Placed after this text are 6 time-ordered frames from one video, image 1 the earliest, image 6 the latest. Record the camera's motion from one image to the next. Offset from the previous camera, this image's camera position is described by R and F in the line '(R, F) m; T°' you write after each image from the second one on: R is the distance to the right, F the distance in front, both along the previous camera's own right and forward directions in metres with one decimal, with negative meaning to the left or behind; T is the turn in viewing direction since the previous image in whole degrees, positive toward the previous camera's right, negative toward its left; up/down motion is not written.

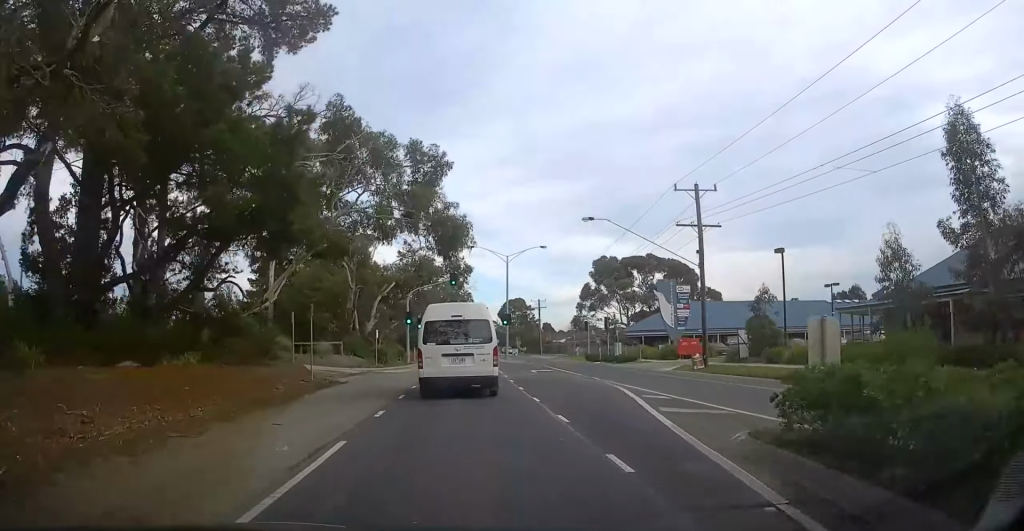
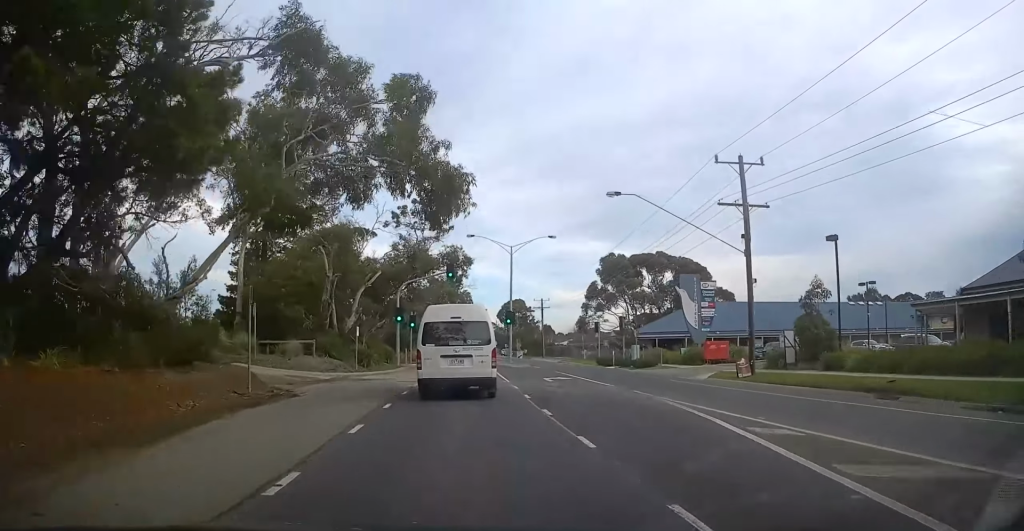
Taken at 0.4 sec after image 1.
(-0.2, +6.0) m; -1°
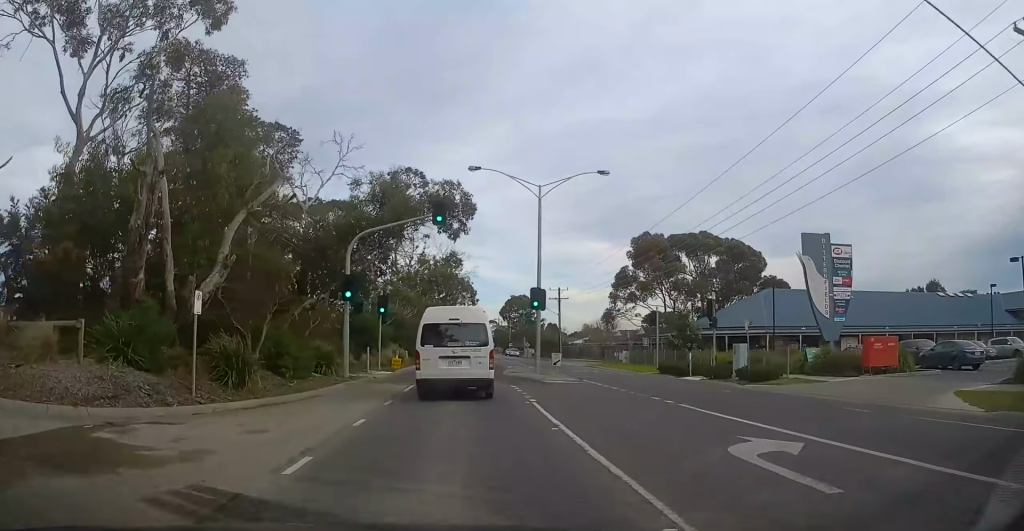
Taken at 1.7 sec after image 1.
(-0.1, +19.7) m; -1°
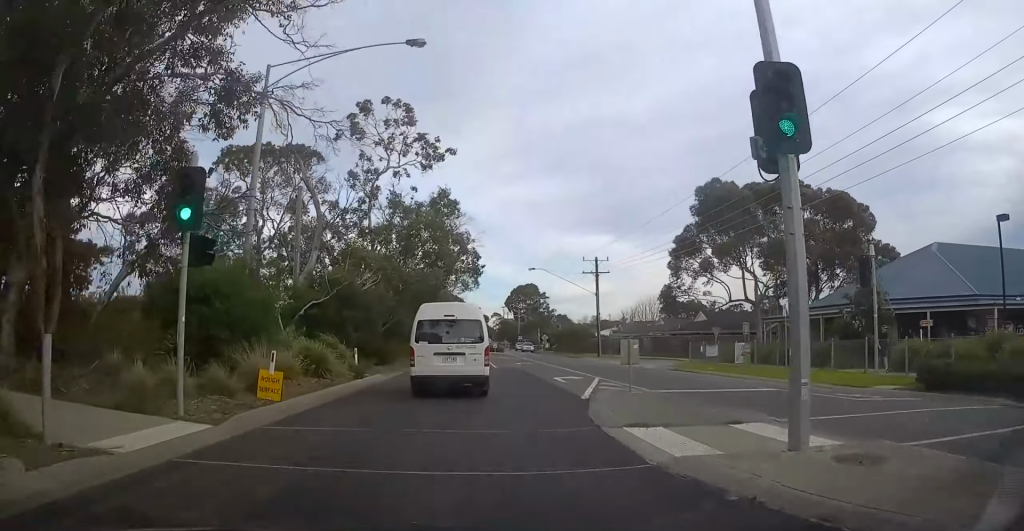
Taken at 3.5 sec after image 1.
(0.0, +25.3) m; 0°
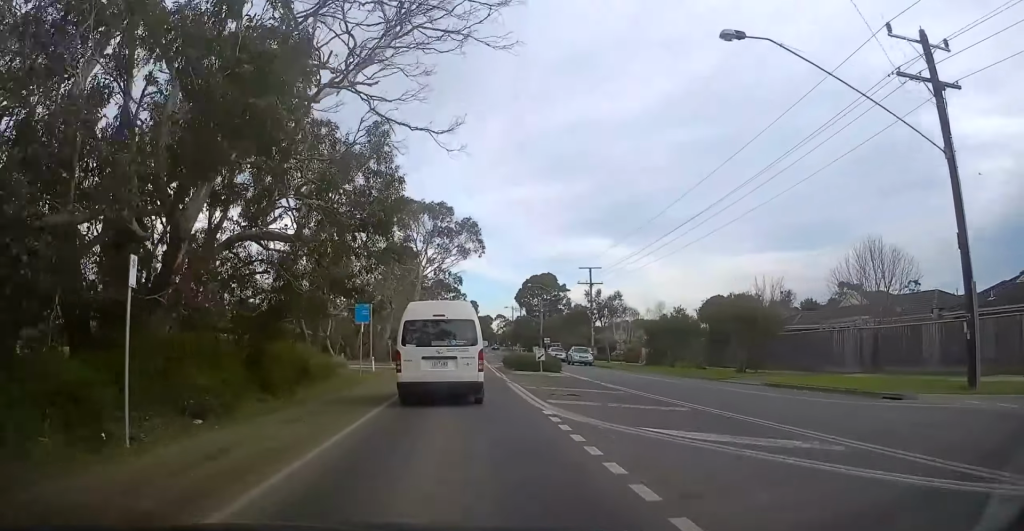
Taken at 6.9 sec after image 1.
(+0.1, +49.7) m; 0°
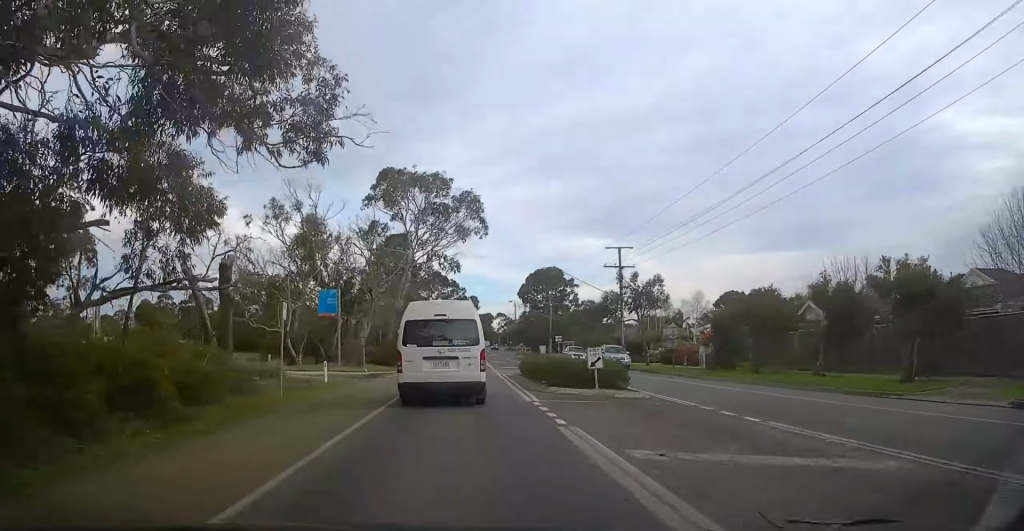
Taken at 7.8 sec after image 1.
(0.0, +13.7) m; 0°
